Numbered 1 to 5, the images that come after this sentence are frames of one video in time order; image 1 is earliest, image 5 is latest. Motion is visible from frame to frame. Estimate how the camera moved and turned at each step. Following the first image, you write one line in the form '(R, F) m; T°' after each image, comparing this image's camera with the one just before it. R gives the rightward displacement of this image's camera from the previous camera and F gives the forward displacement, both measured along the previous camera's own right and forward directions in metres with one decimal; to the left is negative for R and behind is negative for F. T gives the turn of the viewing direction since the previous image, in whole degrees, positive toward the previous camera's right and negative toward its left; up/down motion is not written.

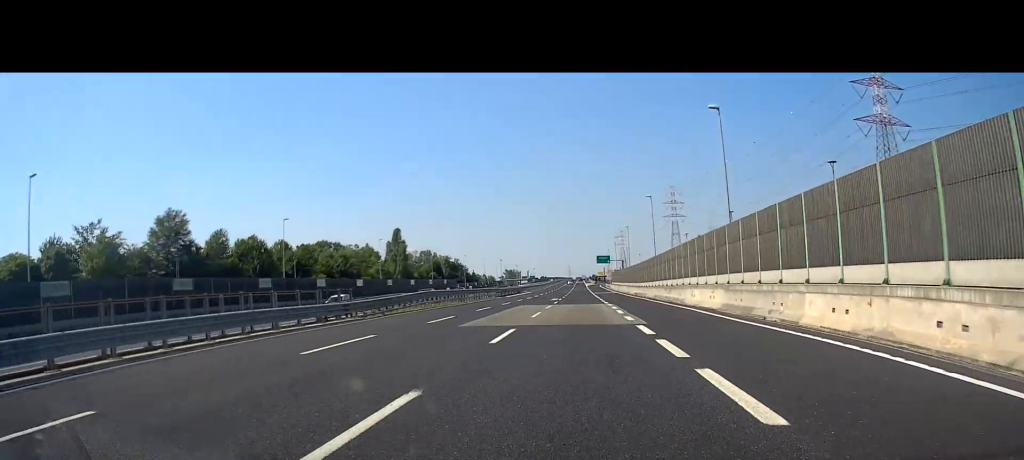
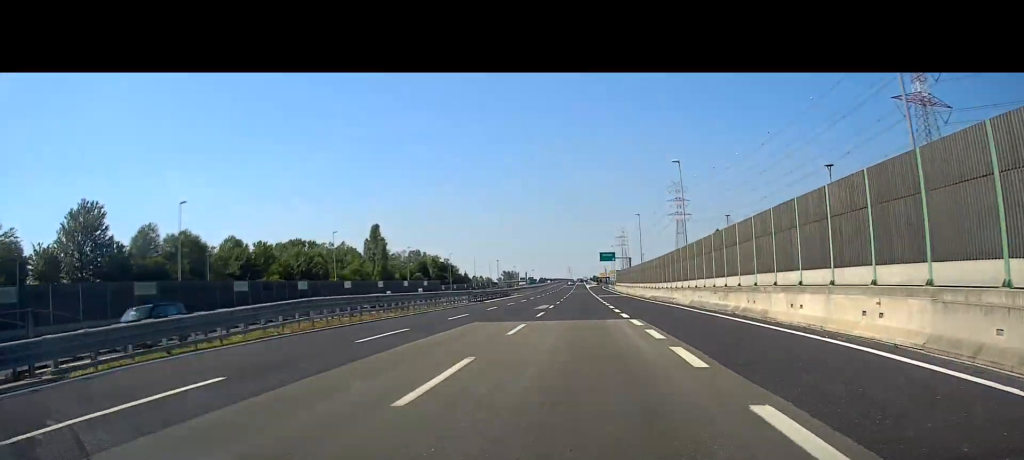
(+0.1, +20.3) m; 0°
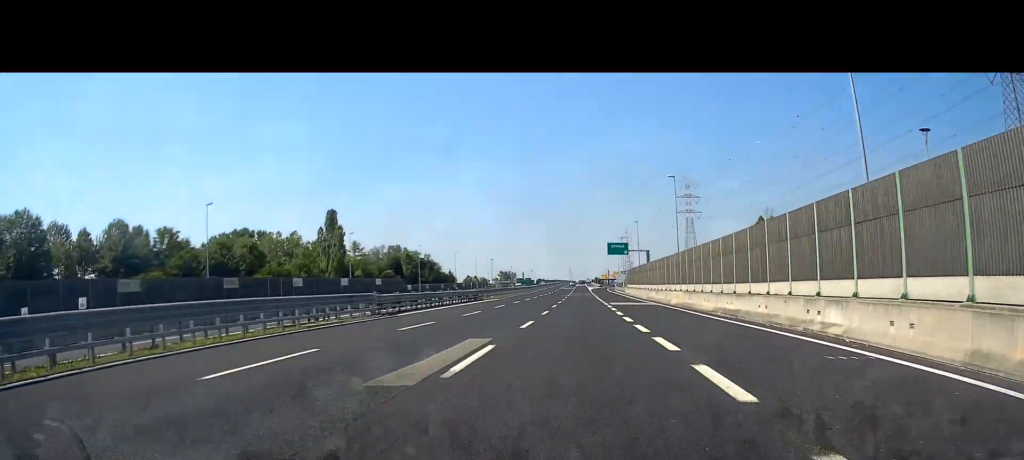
(0.0, +31.8) m; 0°
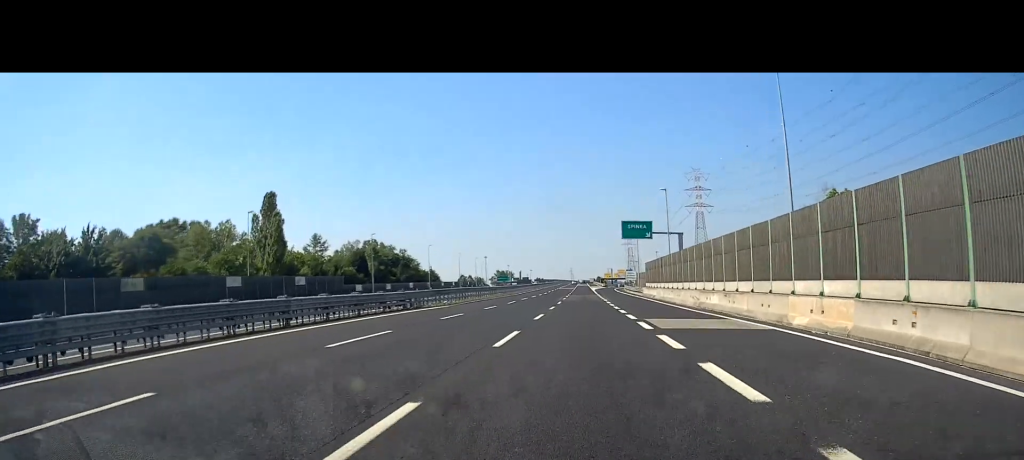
(+0.1, +29.9) m; 0°
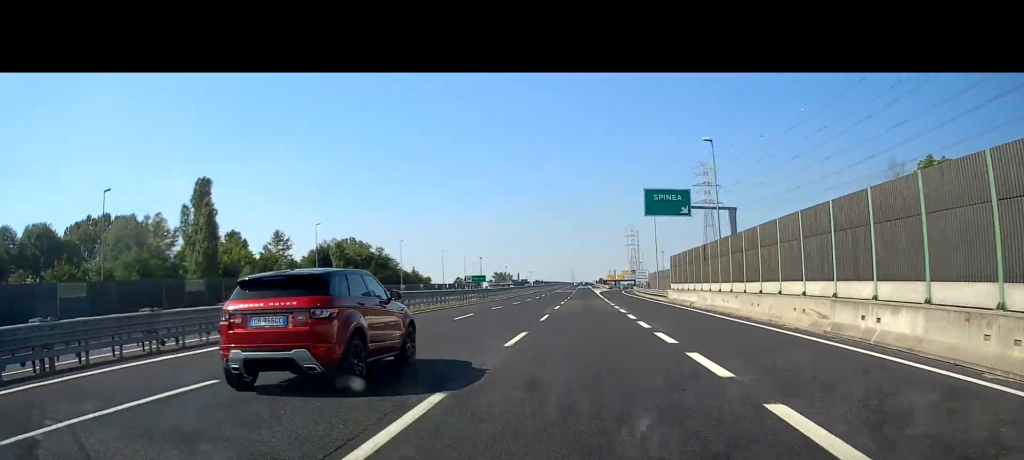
(0.0, +21.9) m; 0°
